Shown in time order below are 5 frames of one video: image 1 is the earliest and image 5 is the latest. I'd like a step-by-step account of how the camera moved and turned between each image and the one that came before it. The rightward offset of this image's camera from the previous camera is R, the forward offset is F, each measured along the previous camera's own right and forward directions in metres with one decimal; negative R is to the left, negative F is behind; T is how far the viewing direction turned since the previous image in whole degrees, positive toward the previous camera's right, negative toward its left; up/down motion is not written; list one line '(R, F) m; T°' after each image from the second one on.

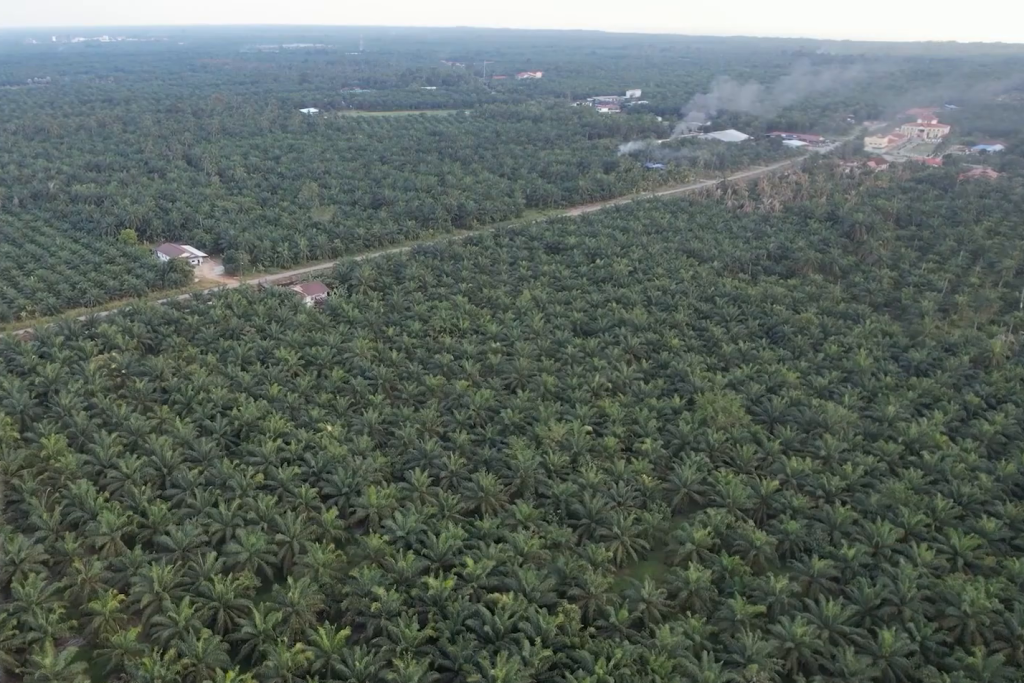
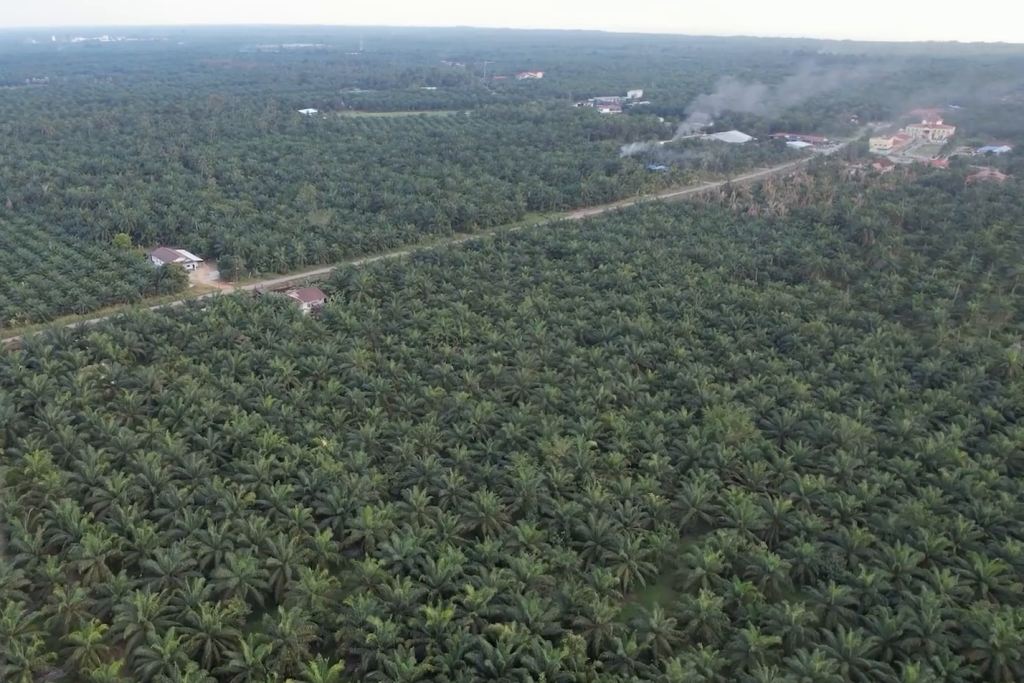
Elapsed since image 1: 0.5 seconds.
(0.0, +7.5) m; 0°
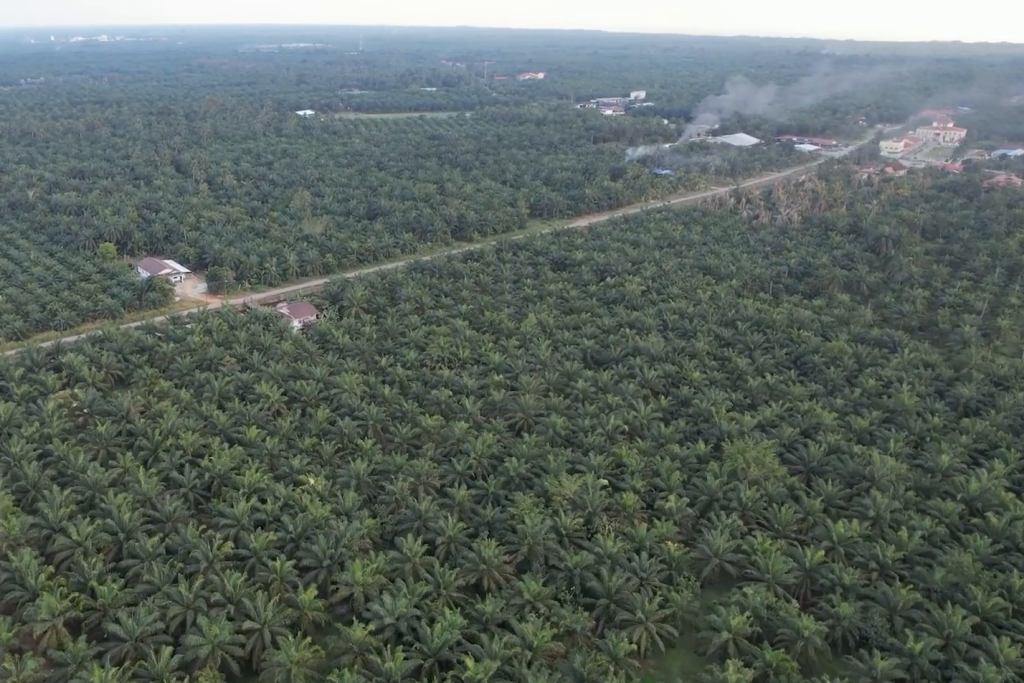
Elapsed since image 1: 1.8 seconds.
(0.0, +16.8) m; 0°
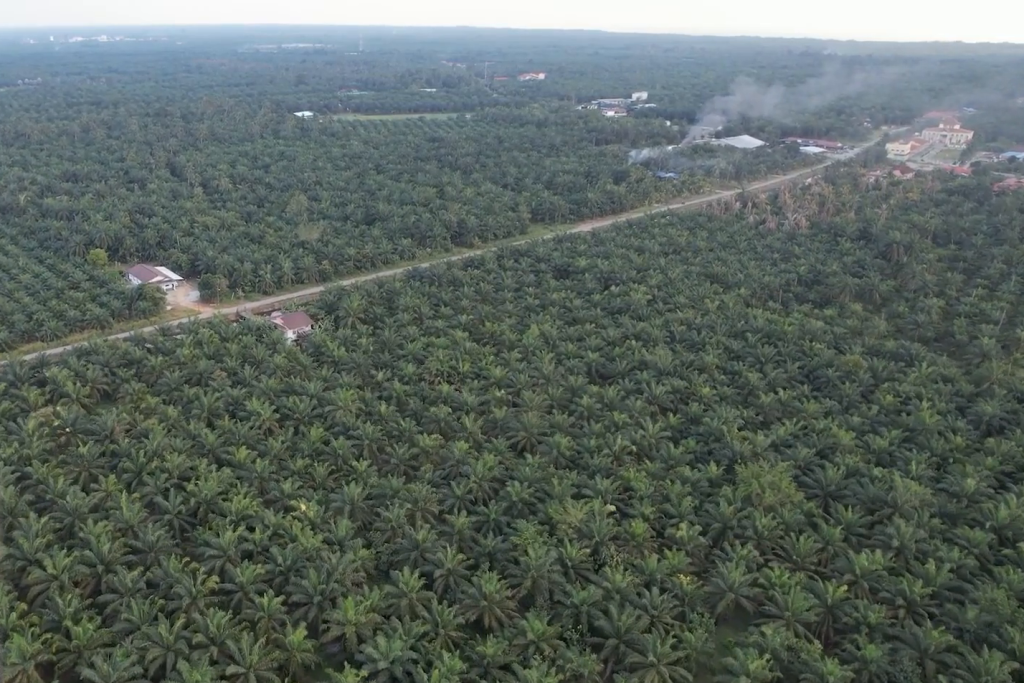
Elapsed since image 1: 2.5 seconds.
(0.0, +9.9) m; 0°
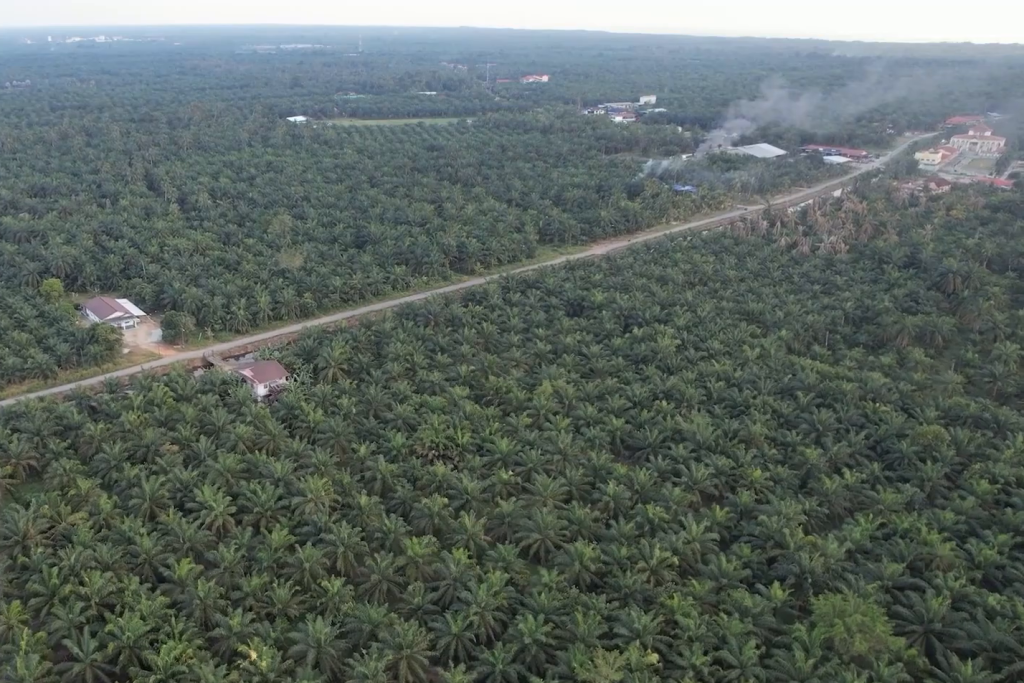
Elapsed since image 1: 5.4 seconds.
(0.0, +41.0) m; 0°
